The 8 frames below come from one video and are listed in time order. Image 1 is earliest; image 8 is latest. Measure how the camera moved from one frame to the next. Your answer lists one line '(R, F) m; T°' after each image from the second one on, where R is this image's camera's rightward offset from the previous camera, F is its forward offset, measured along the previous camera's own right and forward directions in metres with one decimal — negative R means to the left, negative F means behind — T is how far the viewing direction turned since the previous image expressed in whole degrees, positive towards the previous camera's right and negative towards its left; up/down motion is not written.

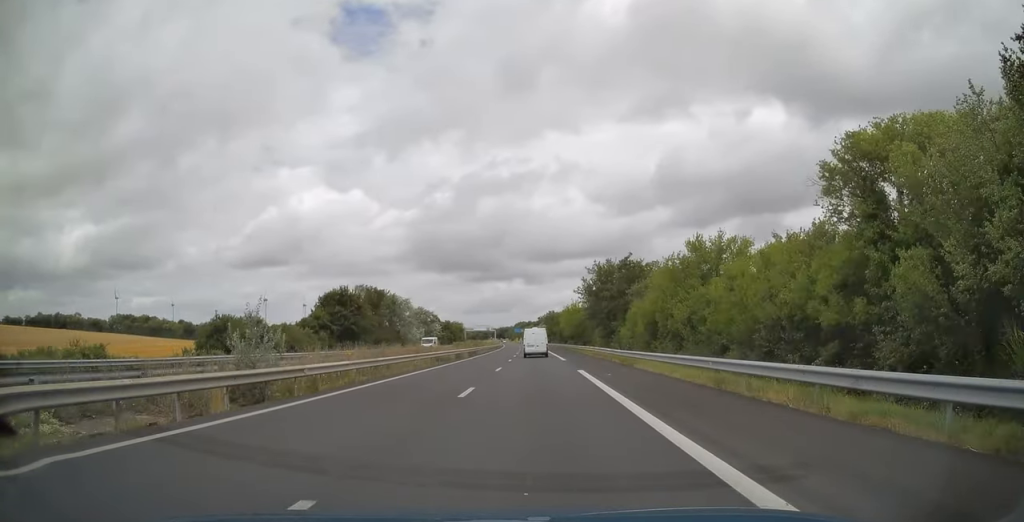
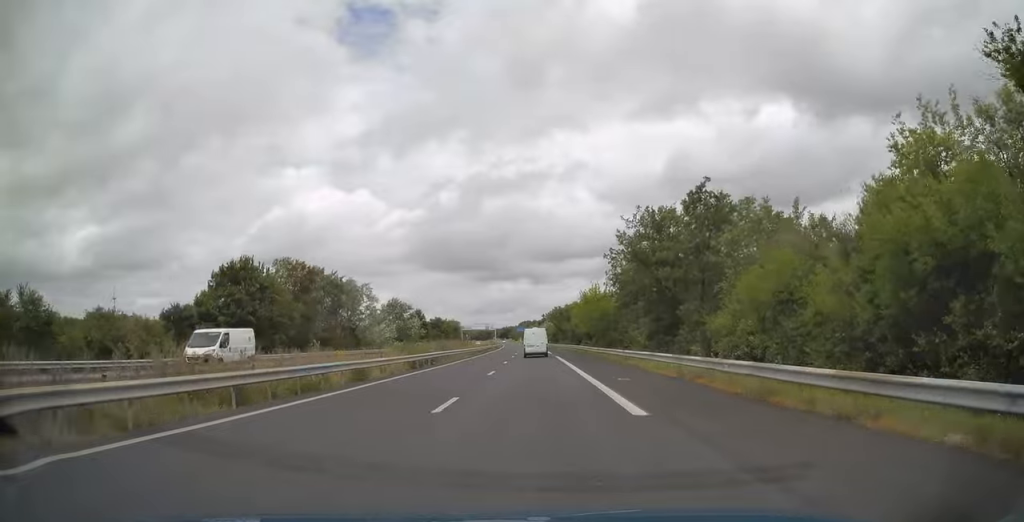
(-0.1, +29.5) m; -1°
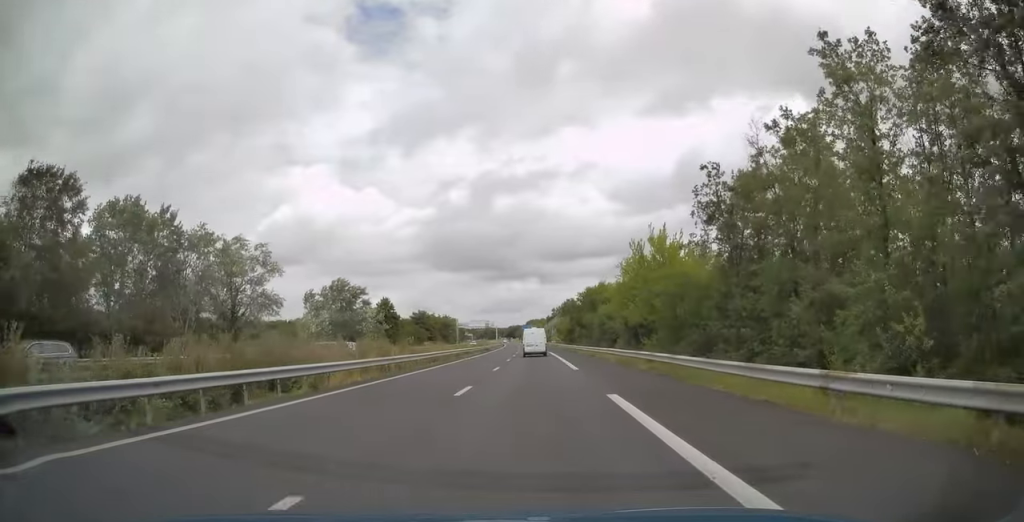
(-0.3, +35.4) m; -1°
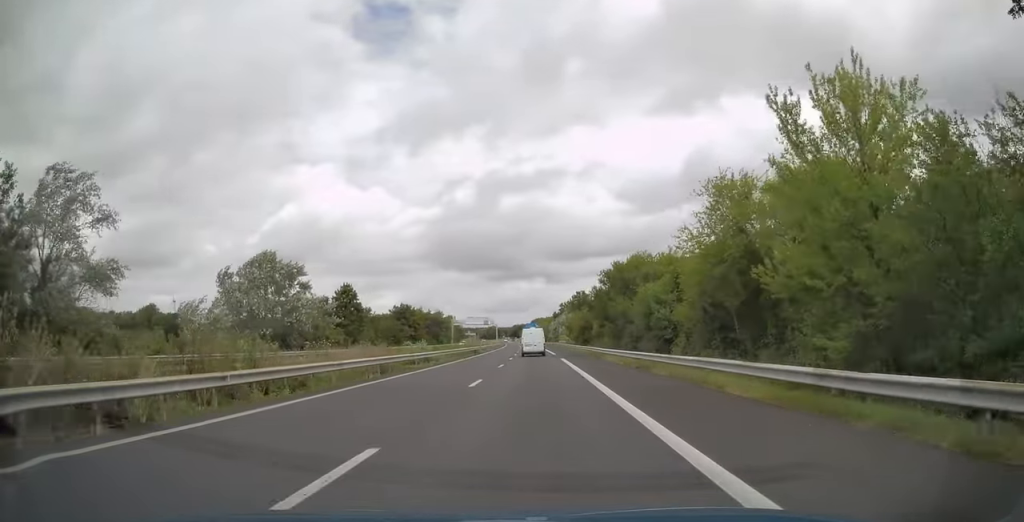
(-0.1, +23.6) m; -1°
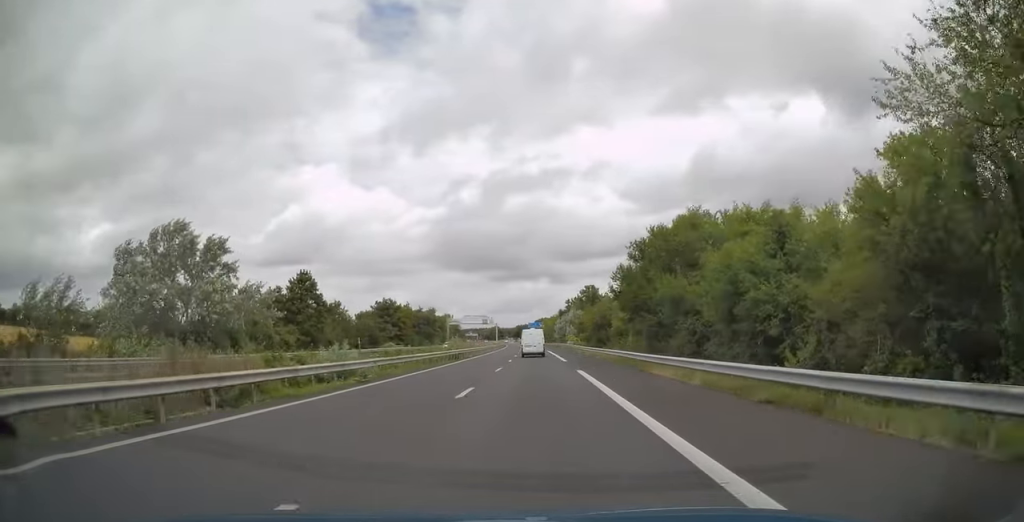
(0.0, +16.1) m; 0°
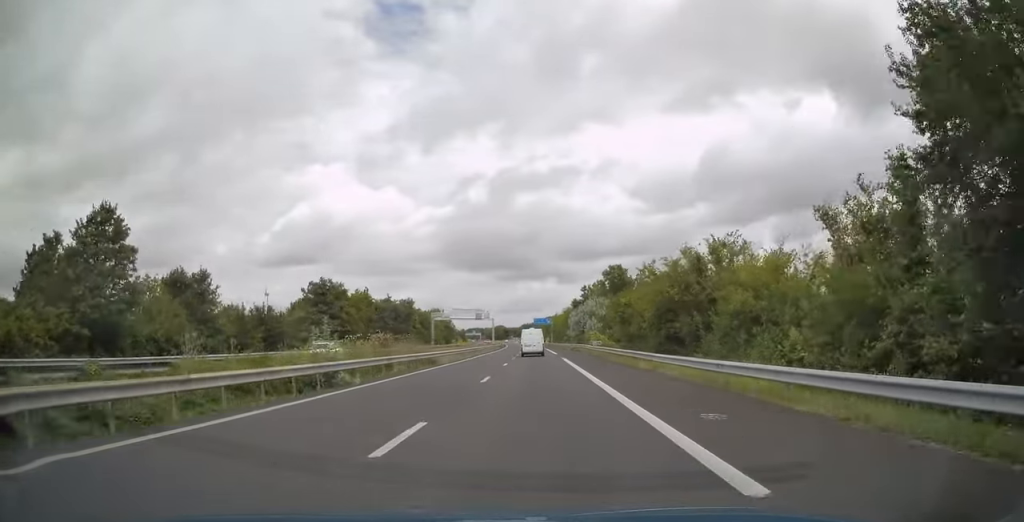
(-0.2, +33.8) m; -1°
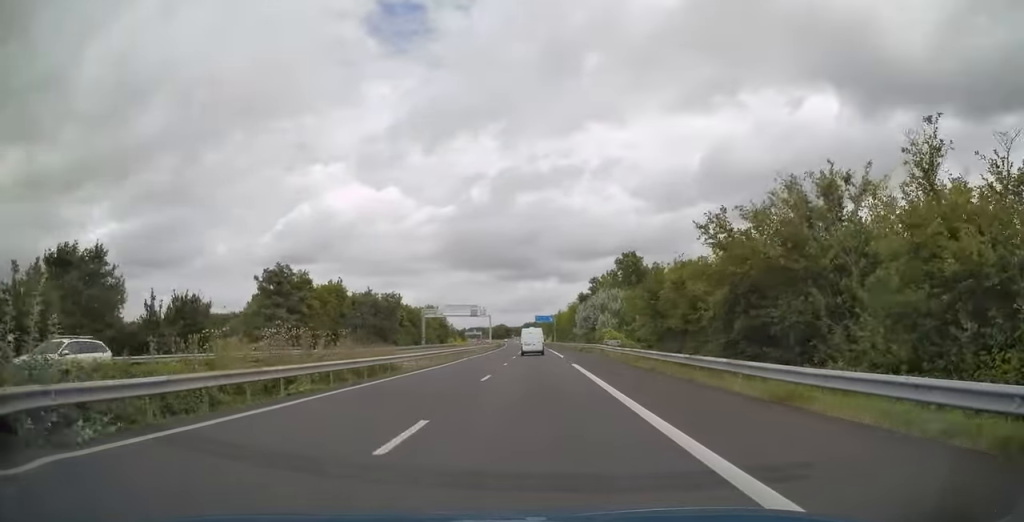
(-0.1, +12.9) m; 0°
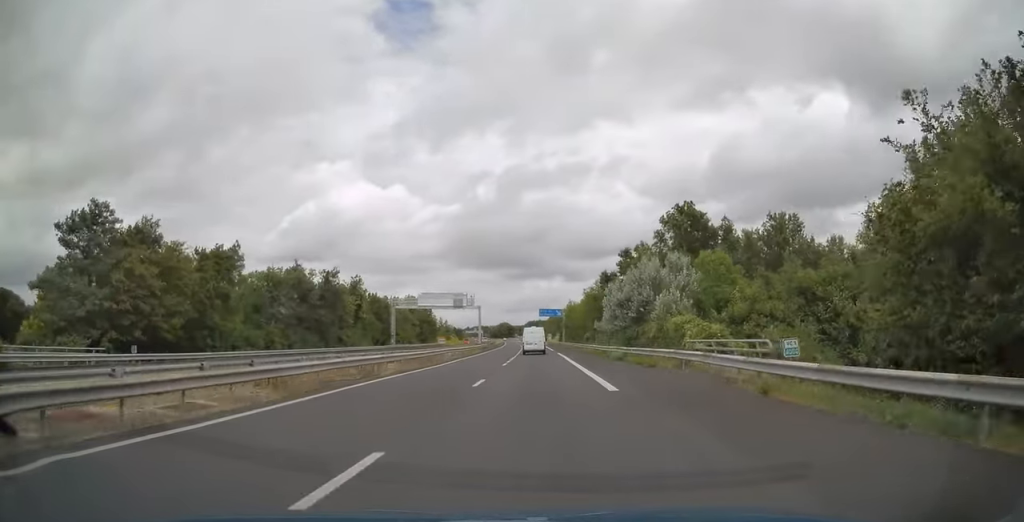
(-0.1, +28.9) m; 0°
